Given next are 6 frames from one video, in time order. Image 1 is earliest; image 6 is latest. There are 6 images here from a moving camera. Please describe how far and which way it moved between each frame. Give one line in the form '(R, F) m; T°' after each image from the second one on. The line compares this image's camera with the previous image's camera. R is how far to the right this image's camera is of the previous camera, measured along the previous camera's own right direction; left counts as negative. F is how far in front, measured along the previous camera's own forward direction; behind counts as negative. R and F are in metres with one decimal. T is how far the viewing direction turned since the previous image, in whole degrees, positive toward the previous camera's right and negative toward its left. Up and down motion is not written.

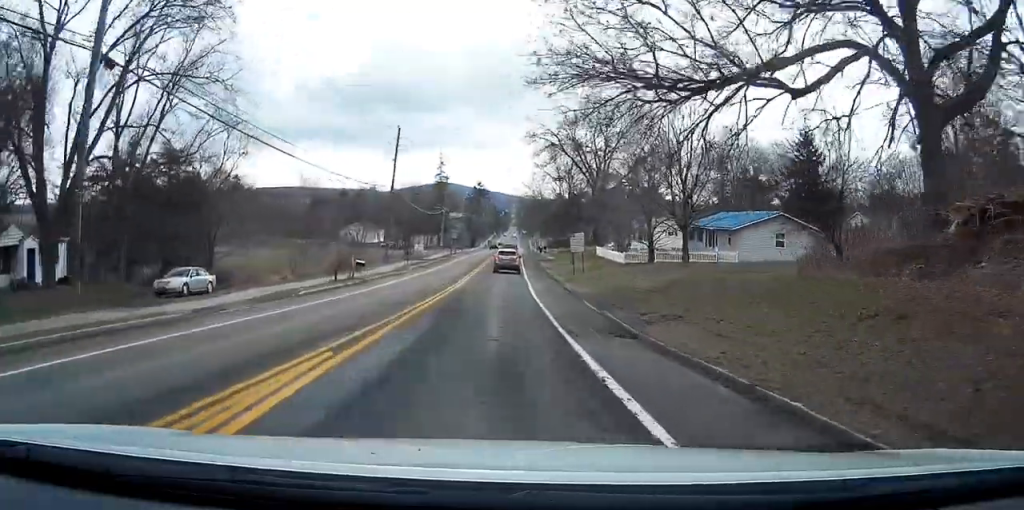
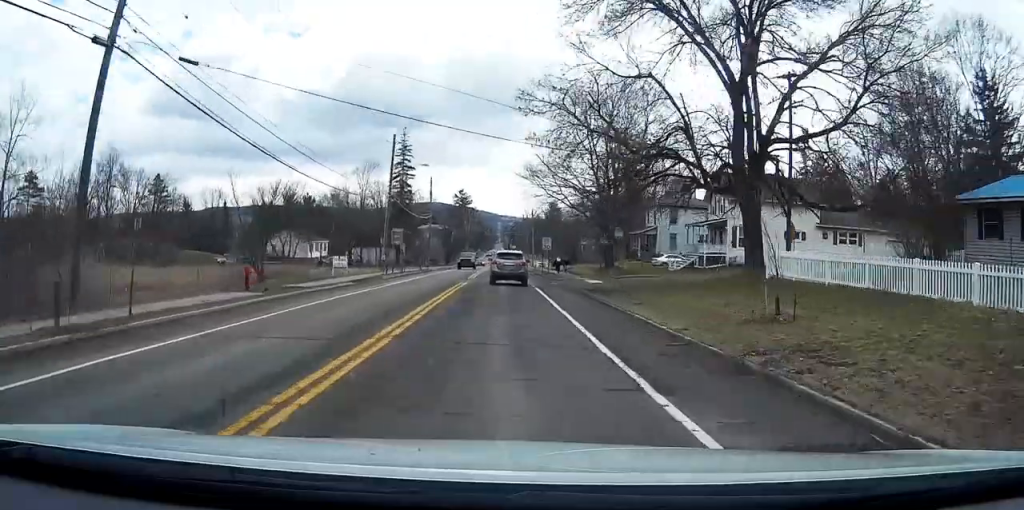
(+0.2, +49.2) m; +2°
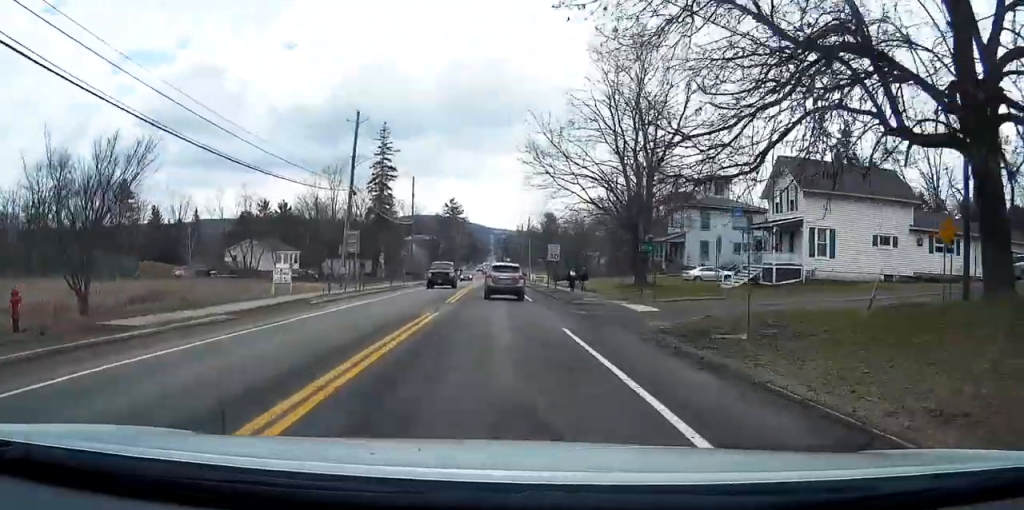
(+0.1, +16.9) m; +1°
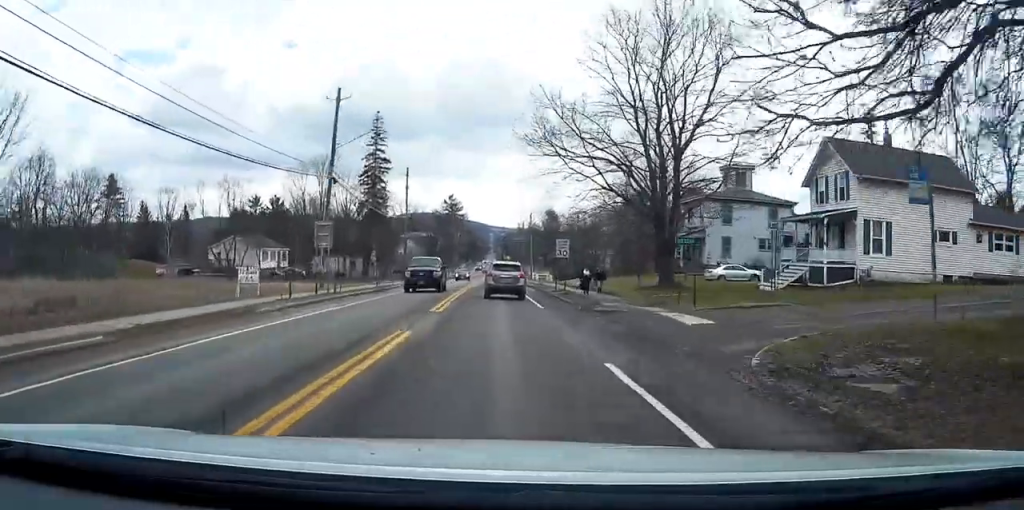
(0.0, +7.1) m; 0°
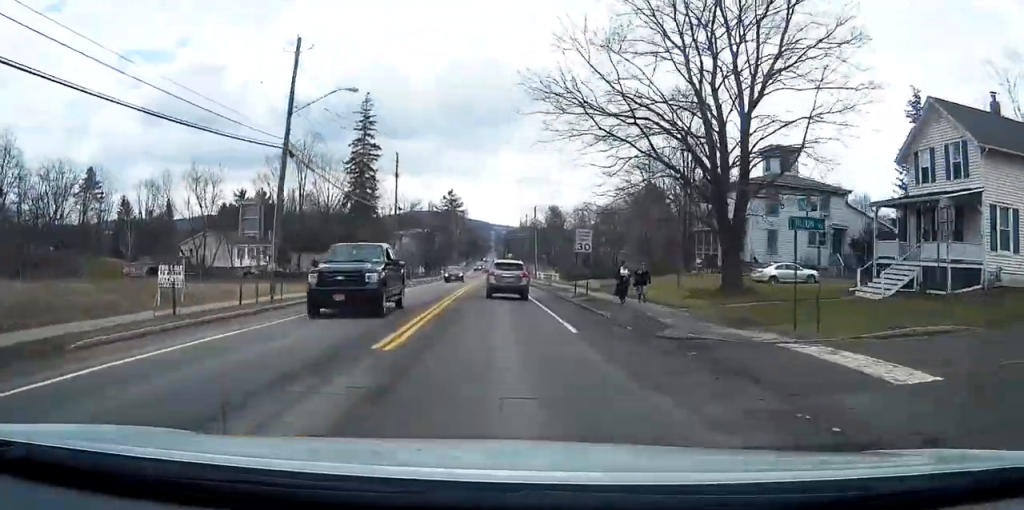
(0.0, +11.1) m; 0°
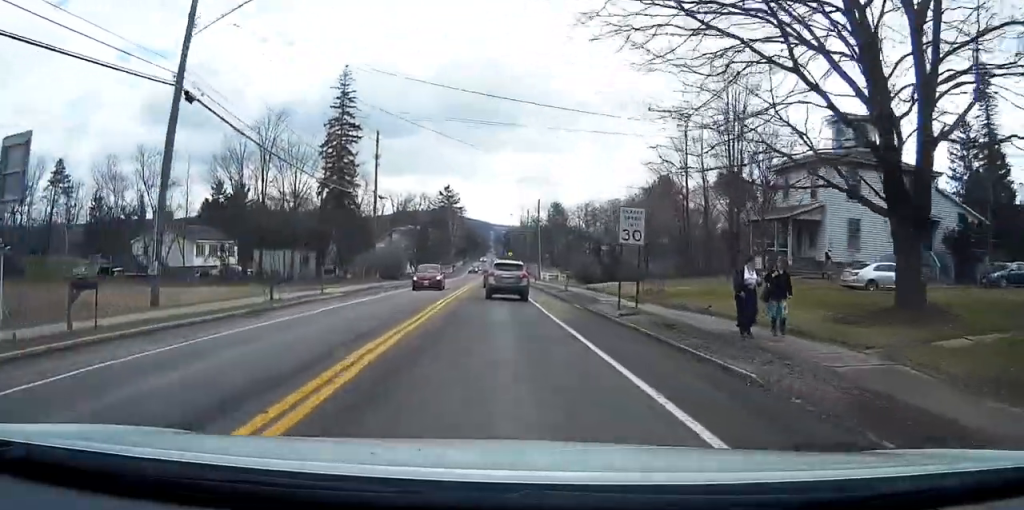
(+0.1, +13.3) m; +1°
